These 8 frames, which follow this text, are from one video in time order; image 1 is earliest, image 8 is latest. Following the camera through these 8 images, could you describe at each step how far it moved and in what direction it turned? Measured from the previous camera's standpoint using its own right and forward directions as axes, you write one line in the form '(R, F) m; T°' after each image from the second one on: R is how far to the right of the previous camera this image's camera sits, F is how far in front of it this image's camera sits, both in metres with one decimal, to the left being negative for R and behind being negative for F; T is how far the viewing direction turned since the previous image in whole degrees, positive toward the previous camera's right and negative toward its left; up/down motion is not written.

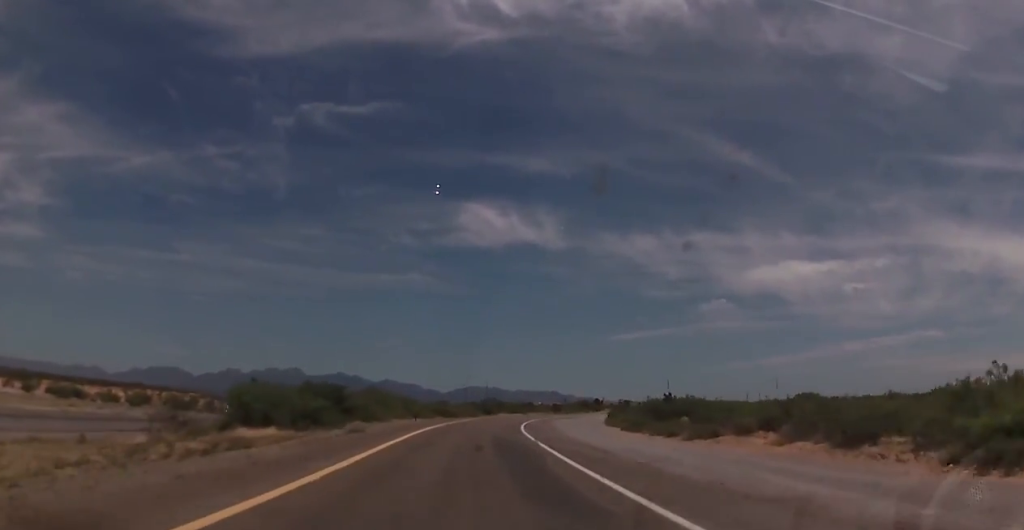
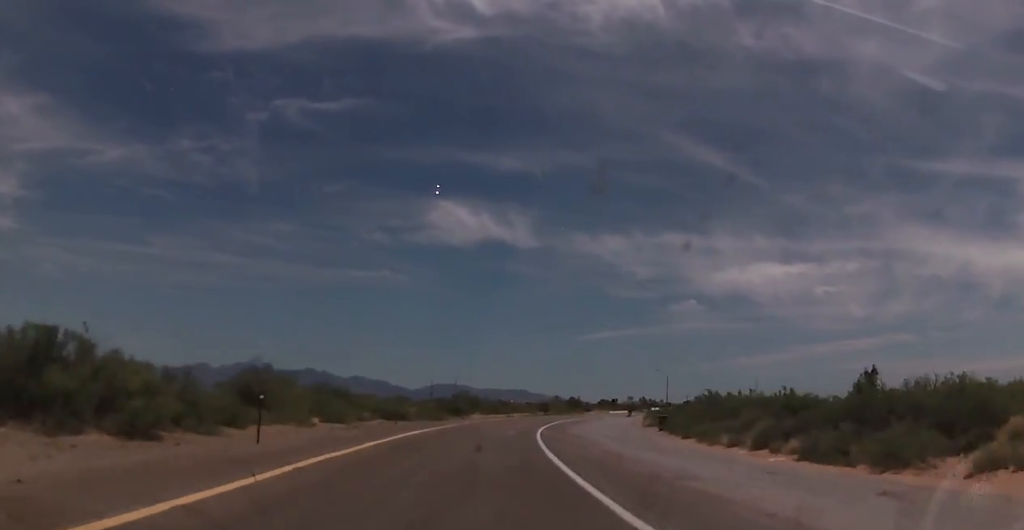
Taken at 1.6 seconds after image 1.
(+0.5, +29.8) m; +2°
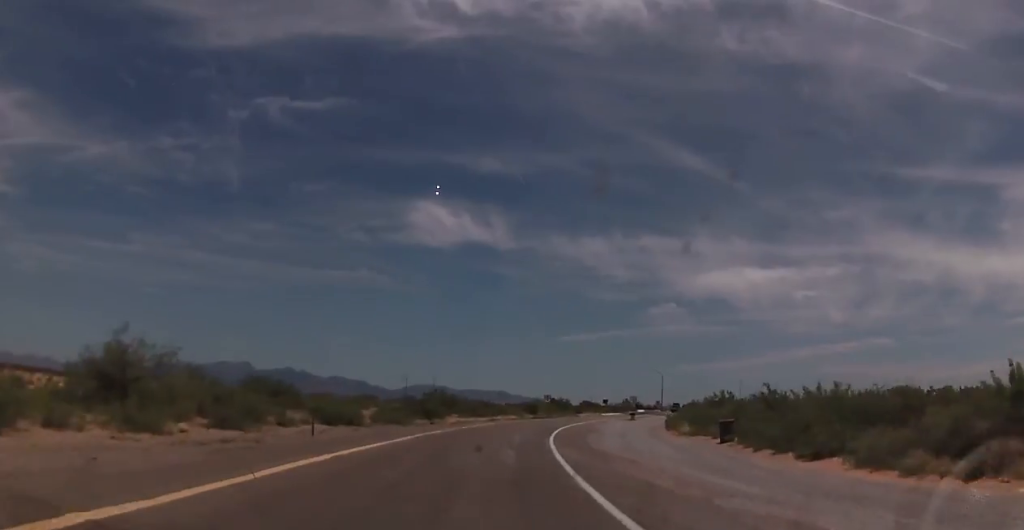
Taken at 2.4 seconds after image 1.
(-0.1, +14.5) m; +2°
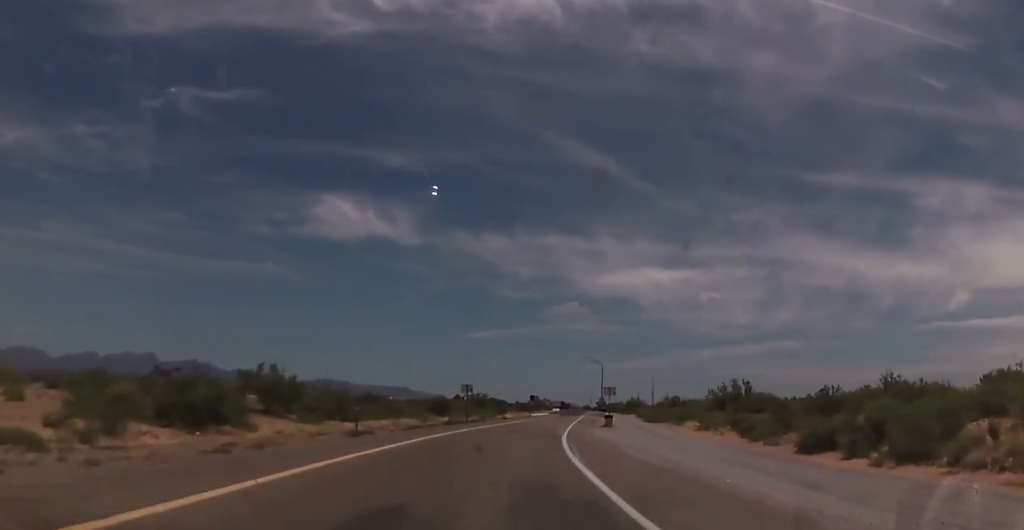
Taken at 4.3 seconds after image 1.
(+2.3, +33.9) m; +6°
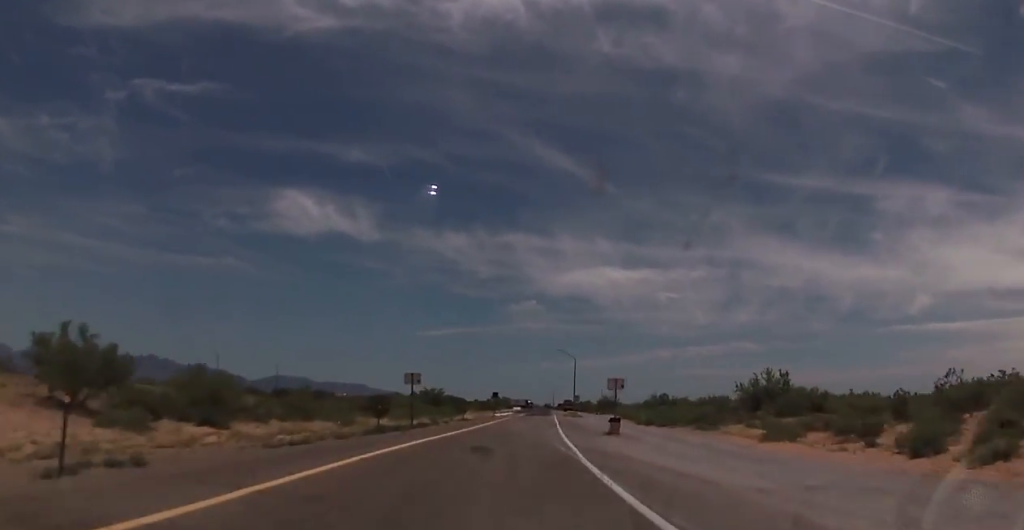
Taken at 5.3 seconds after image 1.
(+0.1, +15.8) m; +4°
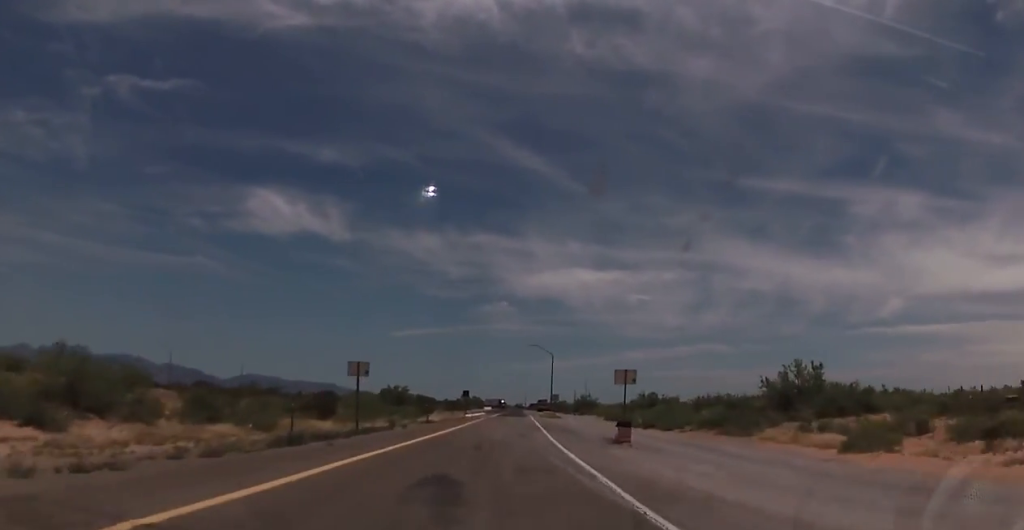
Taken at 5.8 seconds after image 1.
(+0.4, +8.9) m; +3°
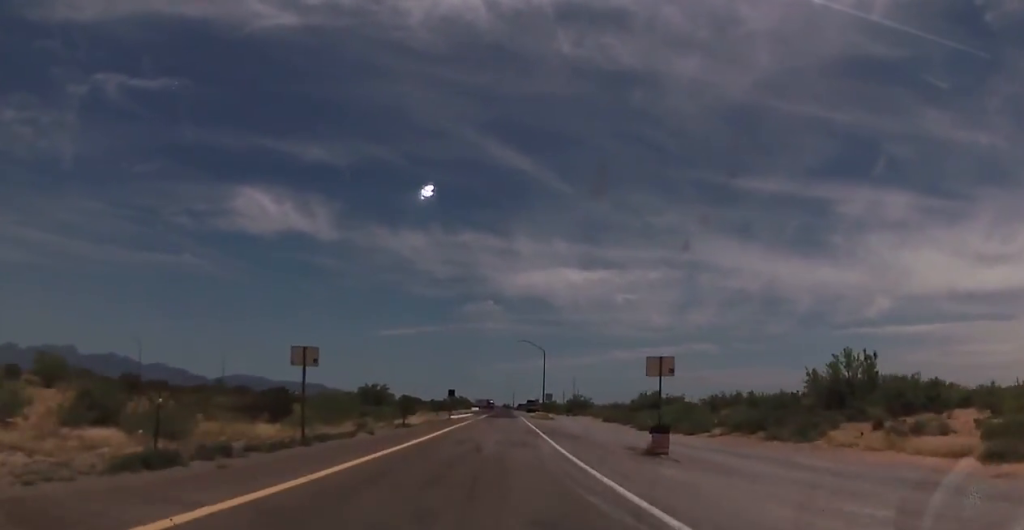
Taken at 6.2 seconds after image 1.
(+0.1, +7.2) m; +3°
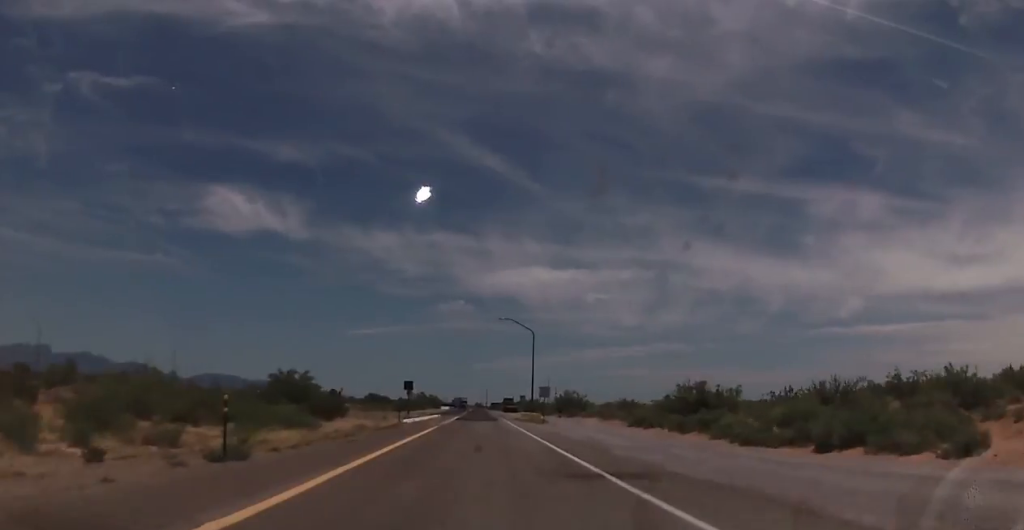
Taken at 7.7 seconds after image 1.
(+1.2, +23.1) m; +4°
